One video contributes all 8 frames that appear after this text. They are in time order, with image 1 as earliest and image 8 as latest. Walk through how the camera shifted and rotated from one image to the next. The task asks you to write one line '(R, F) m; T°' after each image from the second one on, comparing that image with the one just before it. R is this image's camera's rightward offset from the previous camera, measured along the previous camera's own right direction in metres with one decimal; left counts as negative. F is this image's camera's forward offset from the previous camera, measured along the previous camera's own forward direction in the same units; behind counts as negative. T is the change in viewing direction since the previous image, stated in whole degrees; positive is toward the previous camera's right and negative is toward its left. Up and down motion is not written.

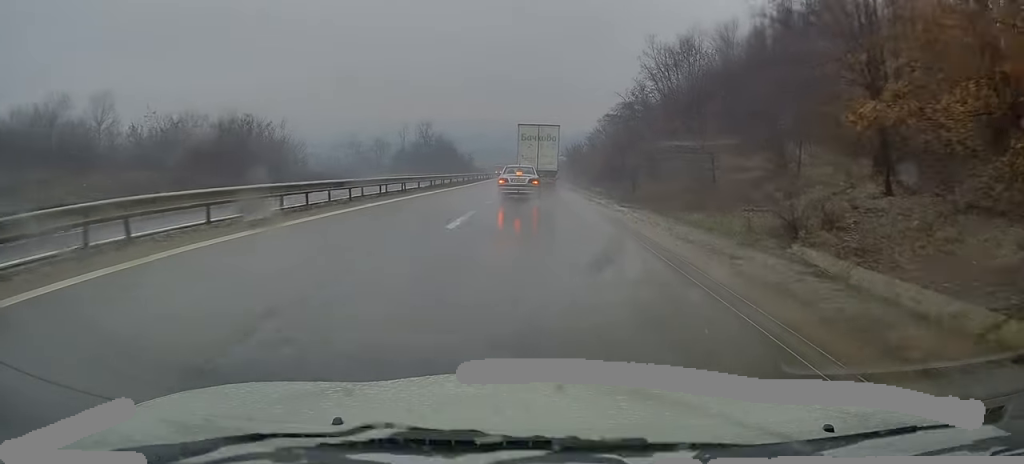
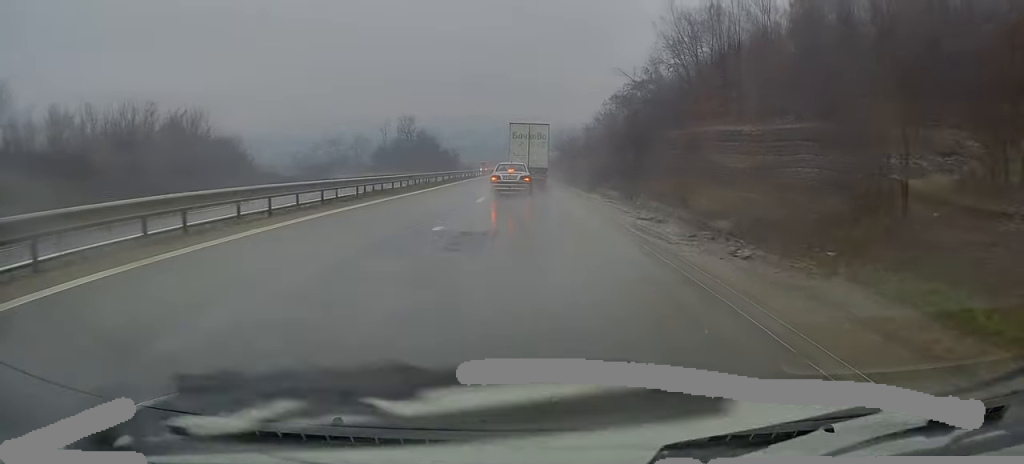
(+0.1, +14.0) m; +1°
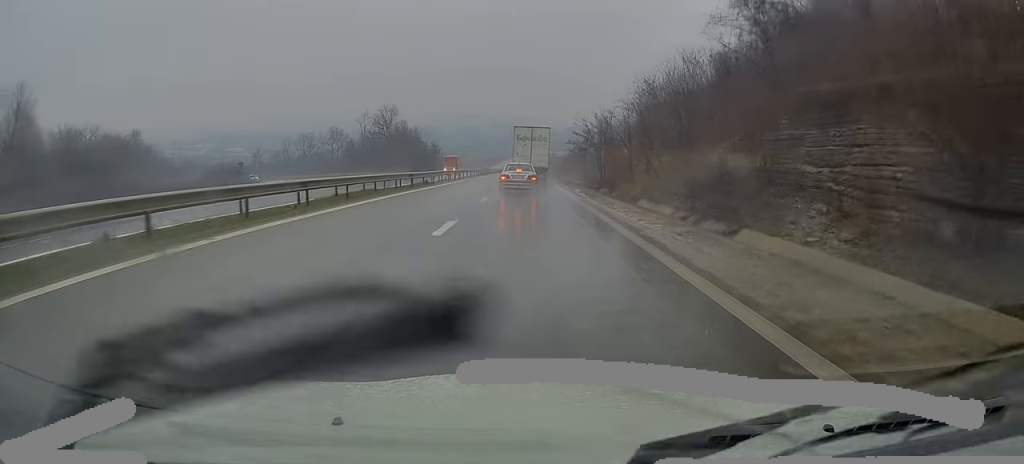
(-0.1, +33.5) m; -1°
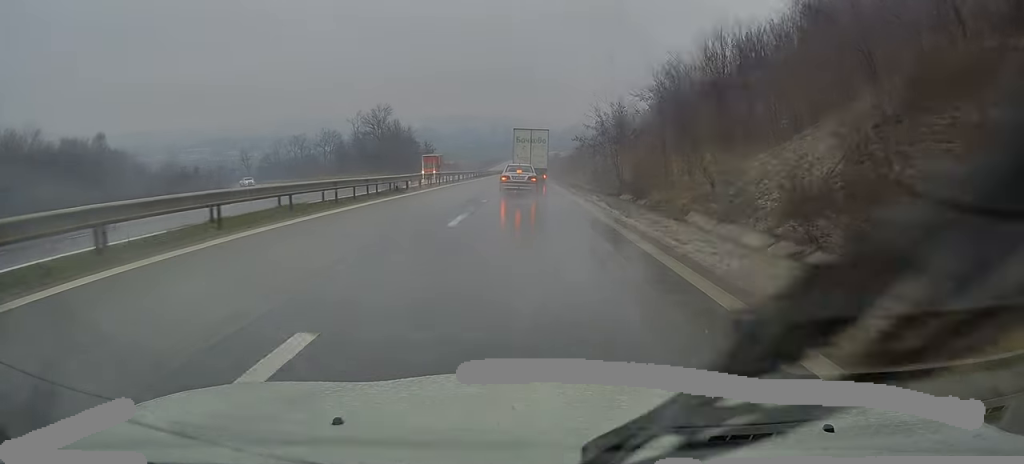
(-0.1, +9.4) m; 0°
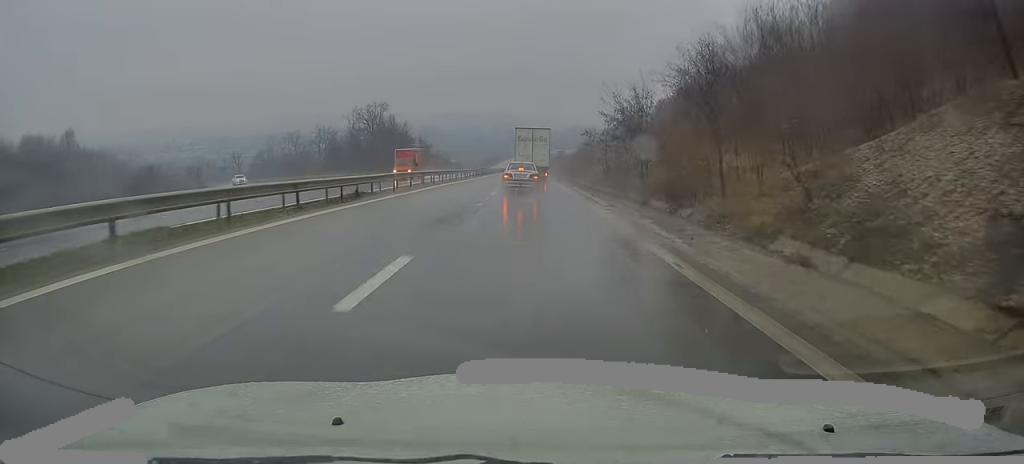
(+0.1, +7.7) m; 0°
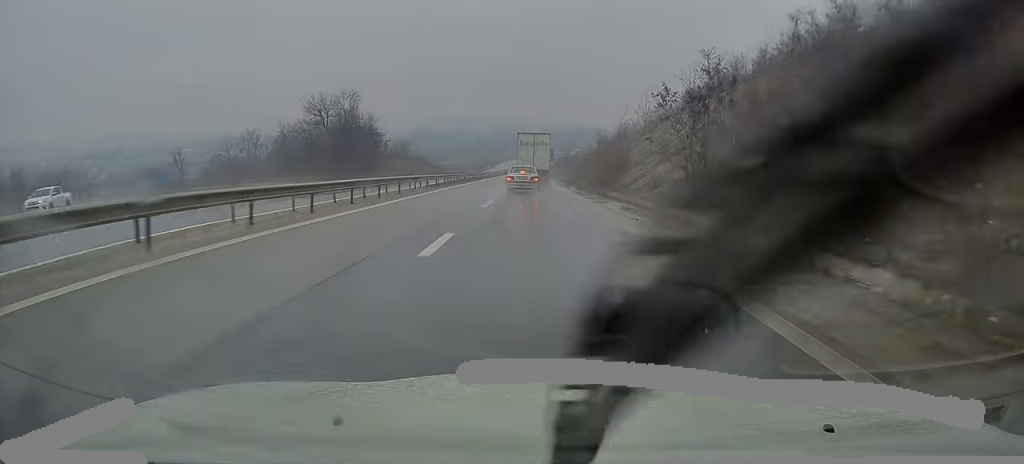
(-0.2, +31.3) m; -1°
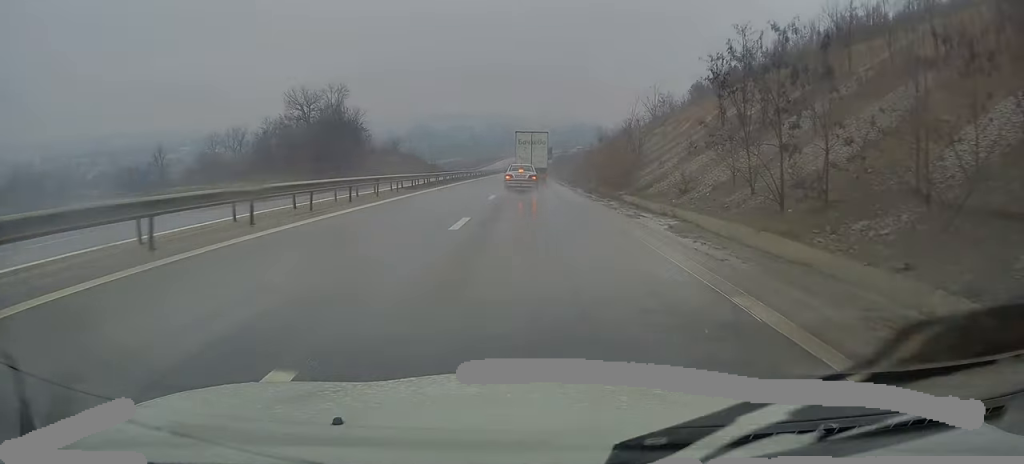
(-0.2, +7.9) m; 0°
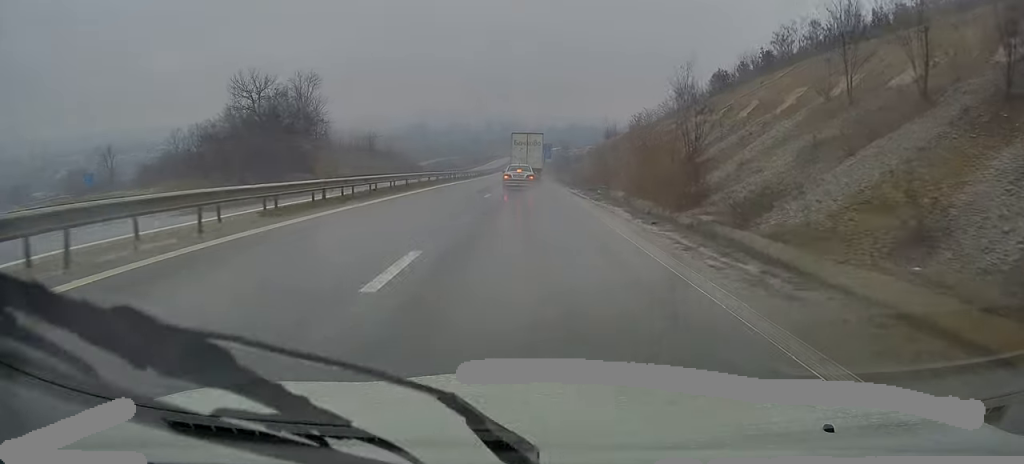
(+0.3, +18.0) m; +1°
